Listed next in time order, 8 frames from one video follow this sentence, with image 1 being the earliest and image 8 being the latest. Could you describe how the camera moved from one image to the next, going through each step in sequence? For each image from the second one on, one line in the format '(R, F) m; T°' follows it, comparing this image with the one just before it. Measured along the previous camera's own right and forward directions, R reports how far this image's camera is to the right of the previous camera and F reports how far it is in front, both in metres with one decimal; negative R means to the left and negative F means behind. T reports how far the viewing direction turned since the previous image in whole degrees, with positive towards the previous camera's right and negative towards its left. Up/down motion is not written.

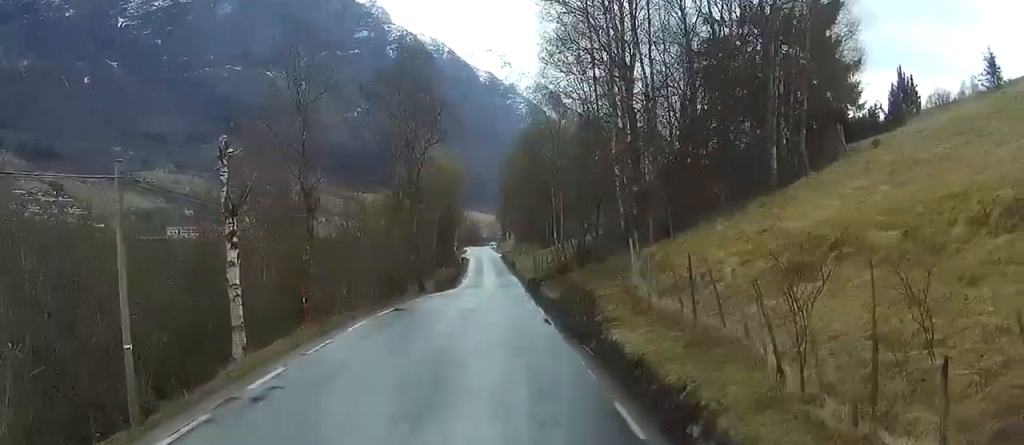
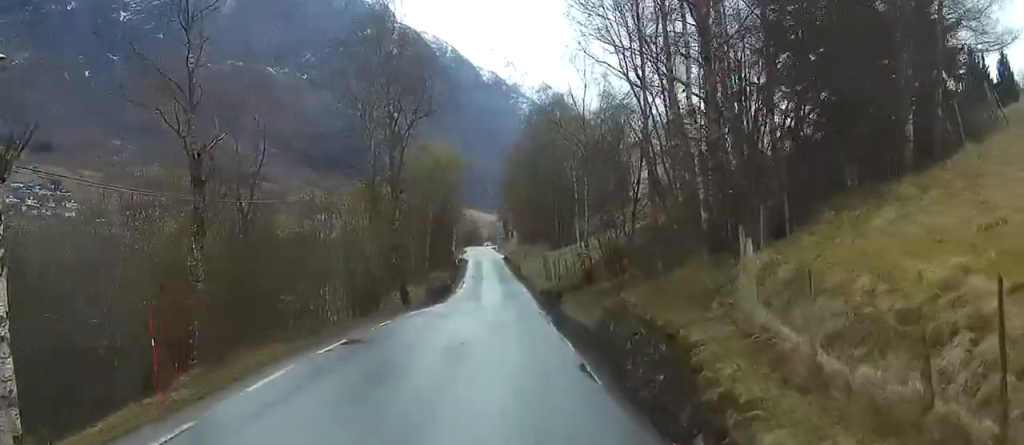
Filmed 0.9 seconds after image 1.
(+0.1, +12.6) m; 0°
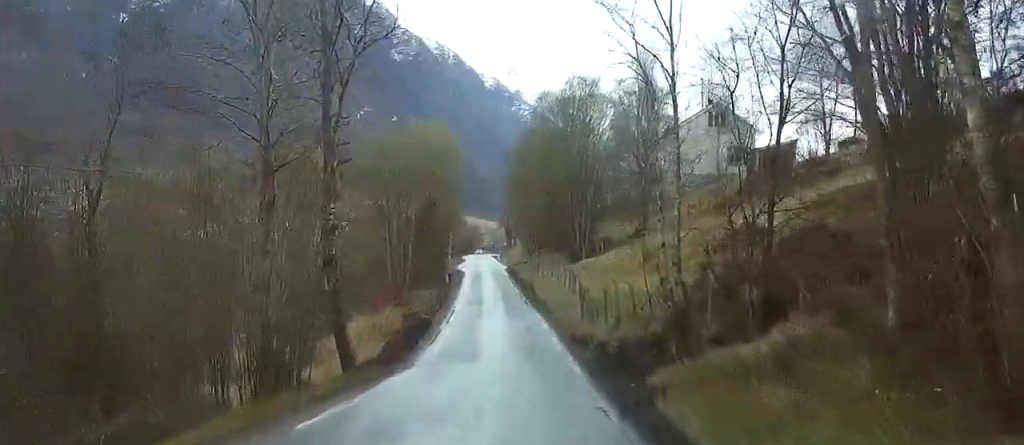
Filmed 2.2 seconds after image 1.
(-0.2, +19.9) m; -2°
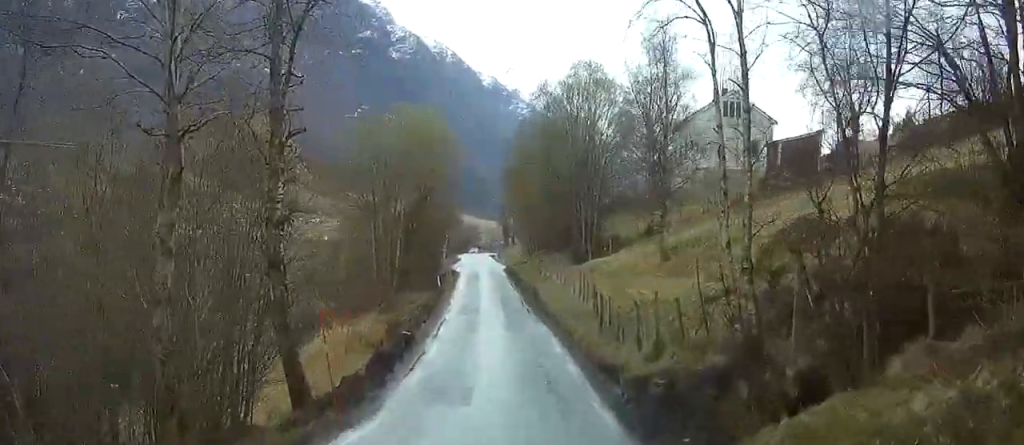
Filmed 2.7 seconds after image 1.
(0.0, +6.6) m; 0°
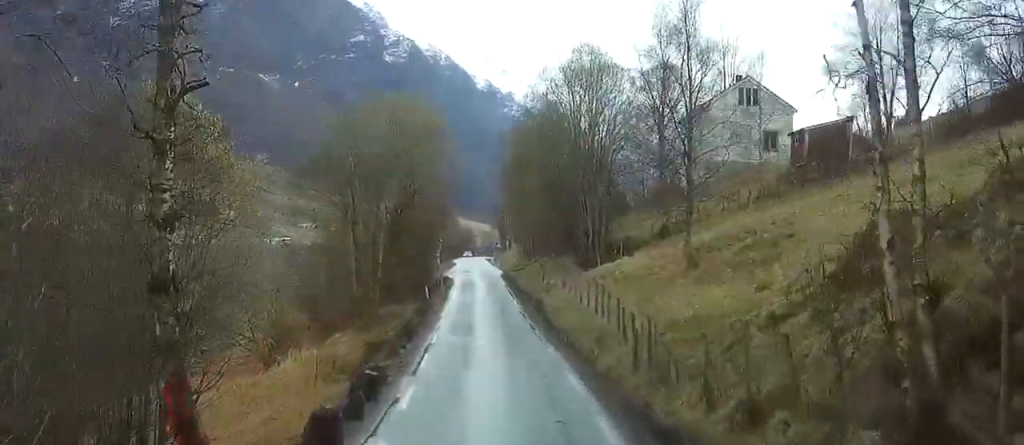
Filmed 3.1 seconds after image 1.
(-0.1, +7.2) m; 0°
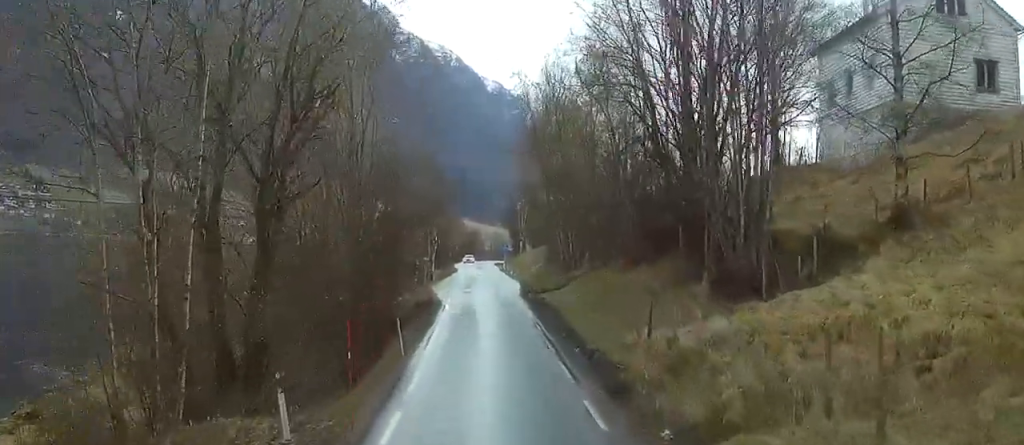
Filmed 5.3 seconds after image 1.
(-0.1, +33.7) m; +1°
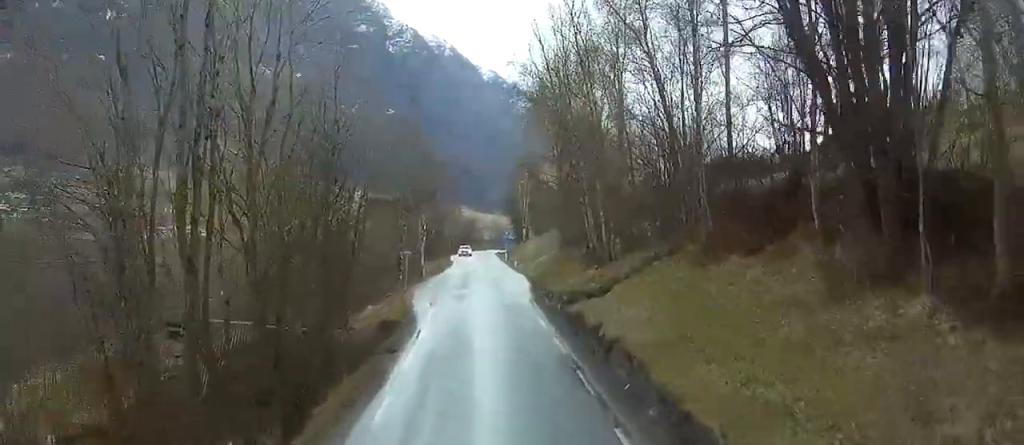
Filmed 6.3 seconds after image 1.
(+0.3, +16.2) m; +1°
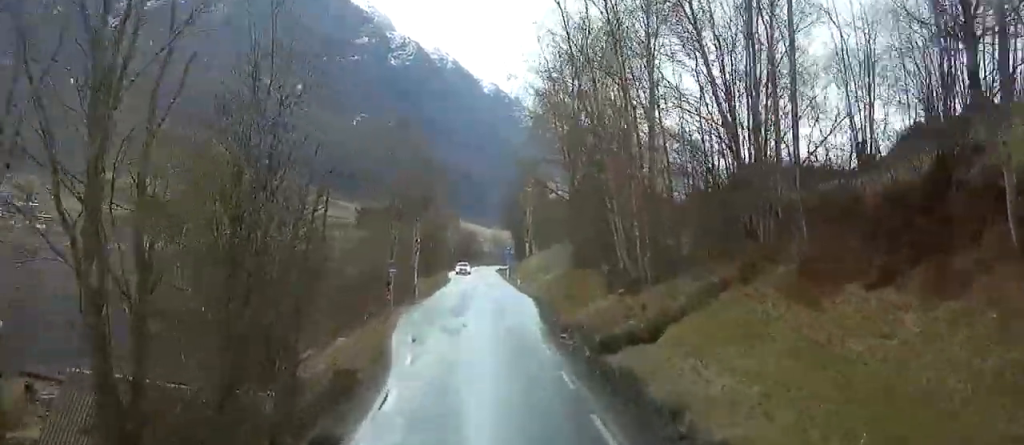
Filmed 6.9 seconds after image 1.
(0.0, +9.1) m; 0°
